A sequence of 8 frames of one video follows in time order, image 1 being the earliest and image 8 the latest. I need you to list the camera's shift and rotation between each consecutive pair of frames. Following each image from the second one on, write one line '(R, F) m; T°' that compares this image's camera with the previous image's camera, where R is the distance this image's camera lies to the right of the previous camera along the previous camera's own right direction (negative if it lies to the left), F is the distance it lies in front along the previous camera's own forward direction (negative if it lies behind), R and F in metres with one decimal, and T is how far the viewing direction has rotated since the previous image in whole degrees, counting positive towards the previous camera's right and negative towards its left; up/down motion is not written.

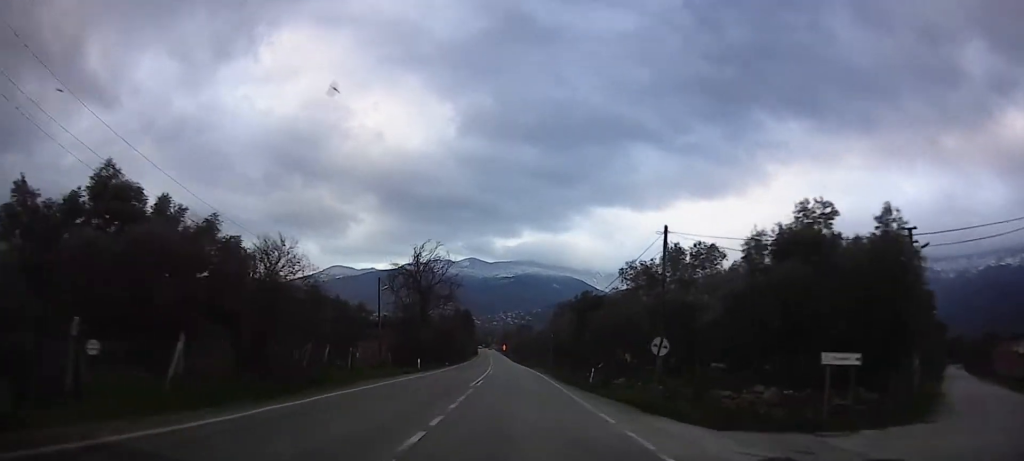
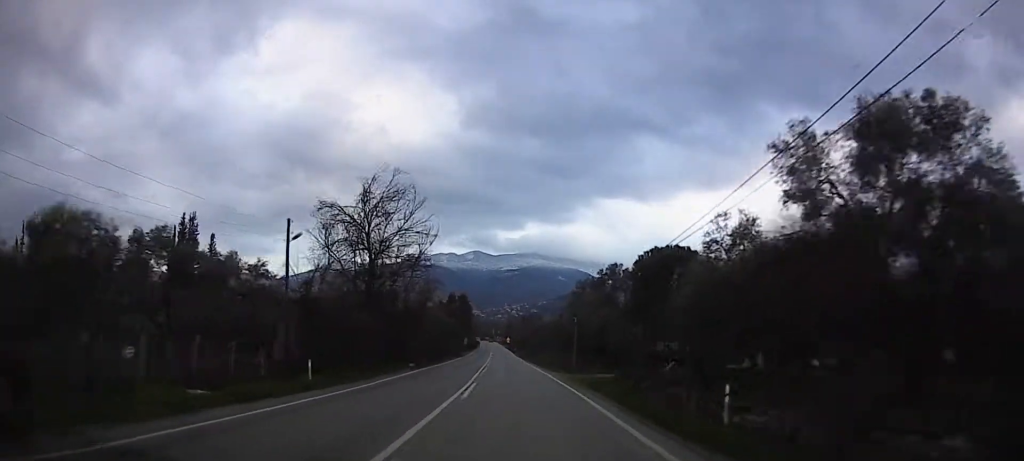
(0.0, +20.7) m; 0°
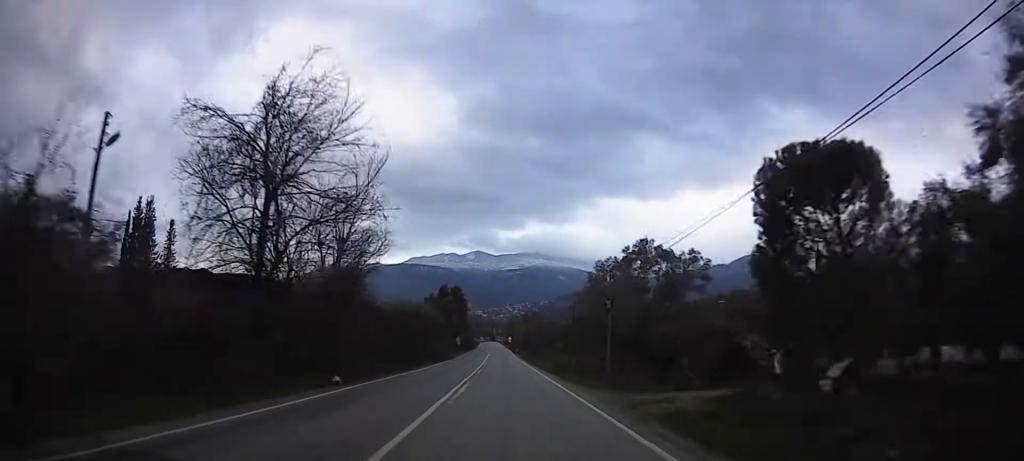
(+0.1, +14.6) m; +1°
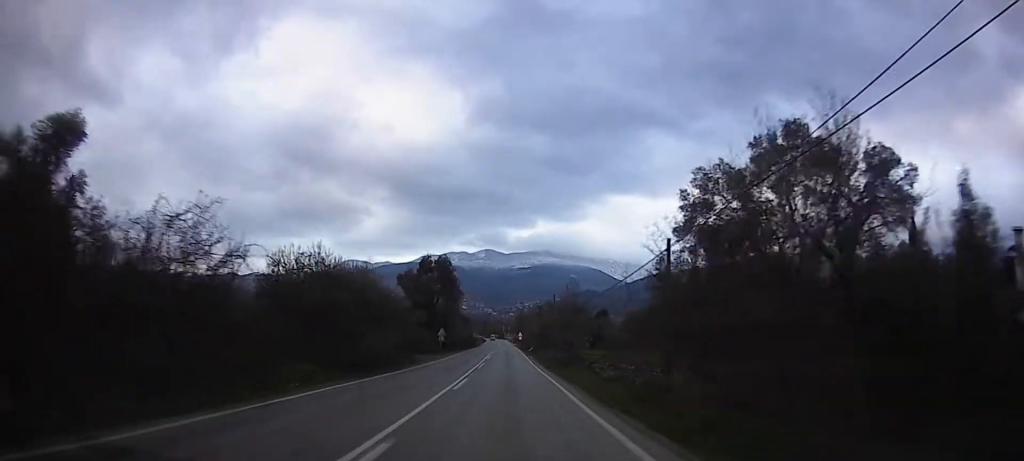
(+0.1, +27.4) m; 0°
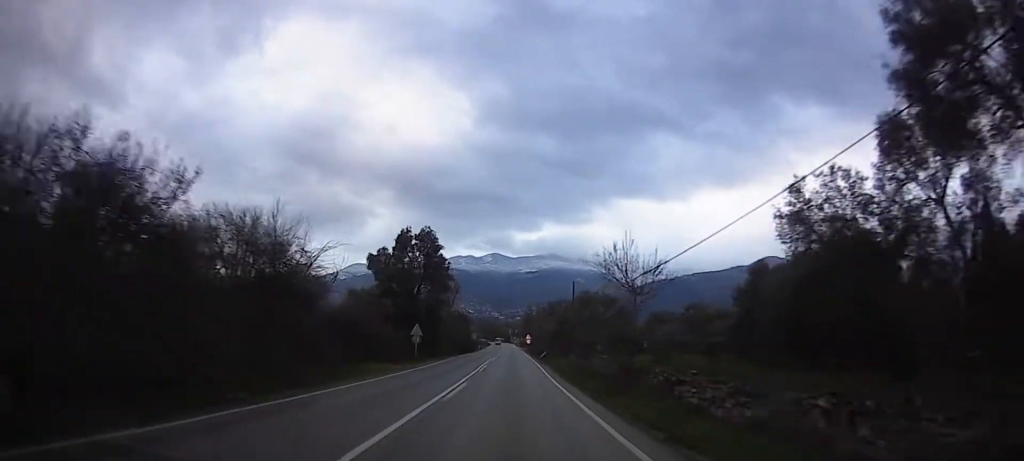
(0.0, +15.8) m; 0°
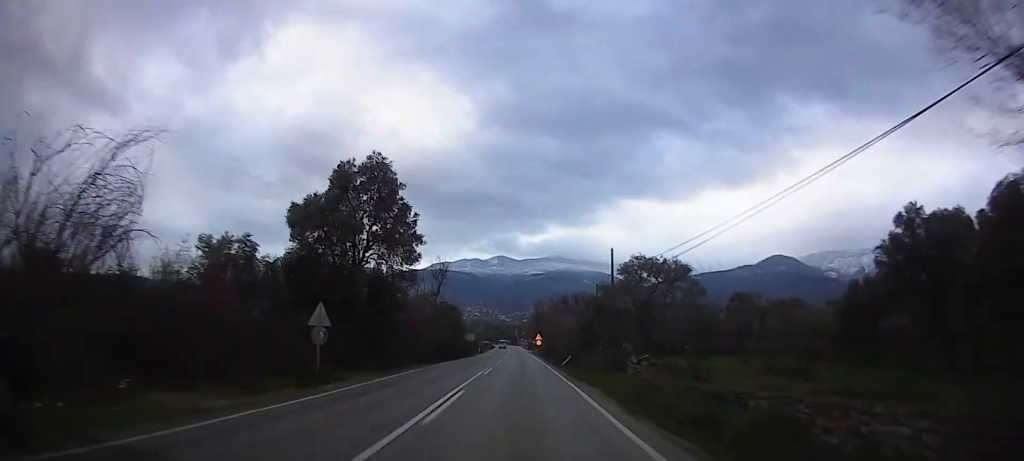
(0.0, +18.8) m; 0°
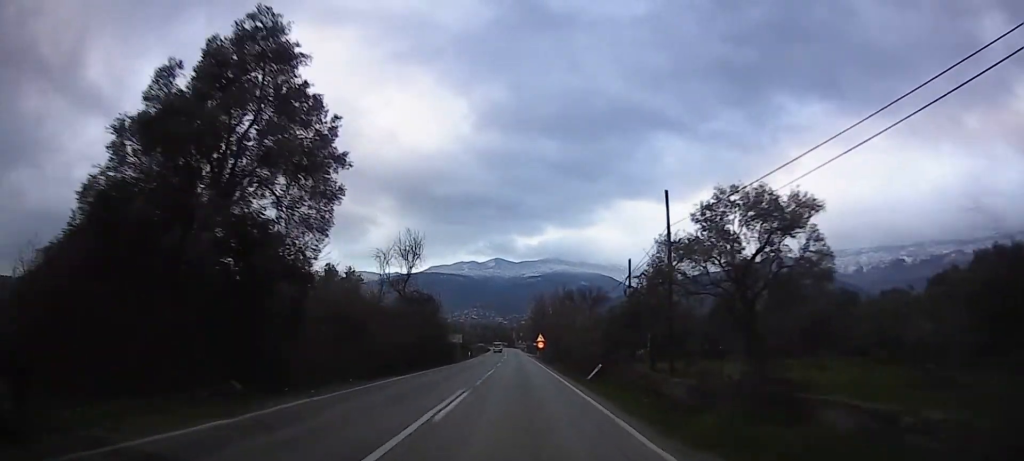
(0.0, +14.3) m; 0°
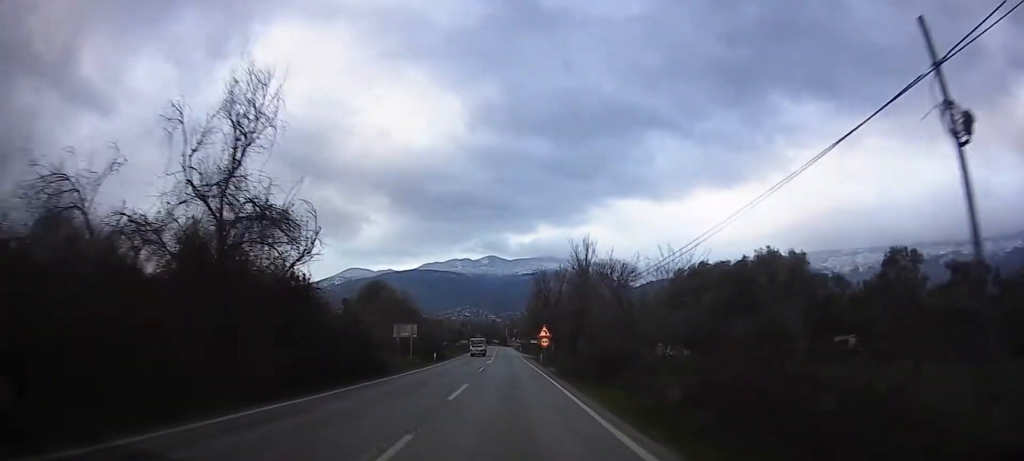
(0.0, +26.8) m; 0°
